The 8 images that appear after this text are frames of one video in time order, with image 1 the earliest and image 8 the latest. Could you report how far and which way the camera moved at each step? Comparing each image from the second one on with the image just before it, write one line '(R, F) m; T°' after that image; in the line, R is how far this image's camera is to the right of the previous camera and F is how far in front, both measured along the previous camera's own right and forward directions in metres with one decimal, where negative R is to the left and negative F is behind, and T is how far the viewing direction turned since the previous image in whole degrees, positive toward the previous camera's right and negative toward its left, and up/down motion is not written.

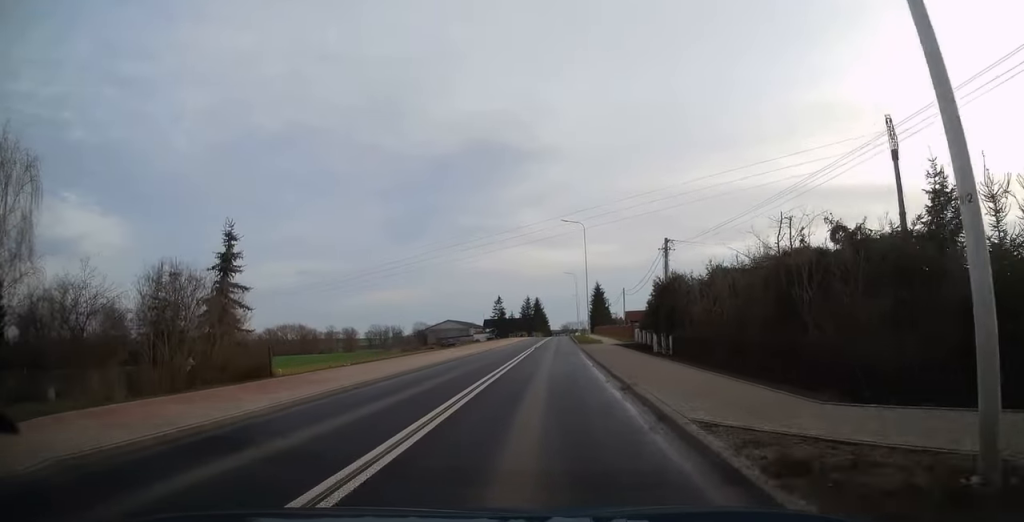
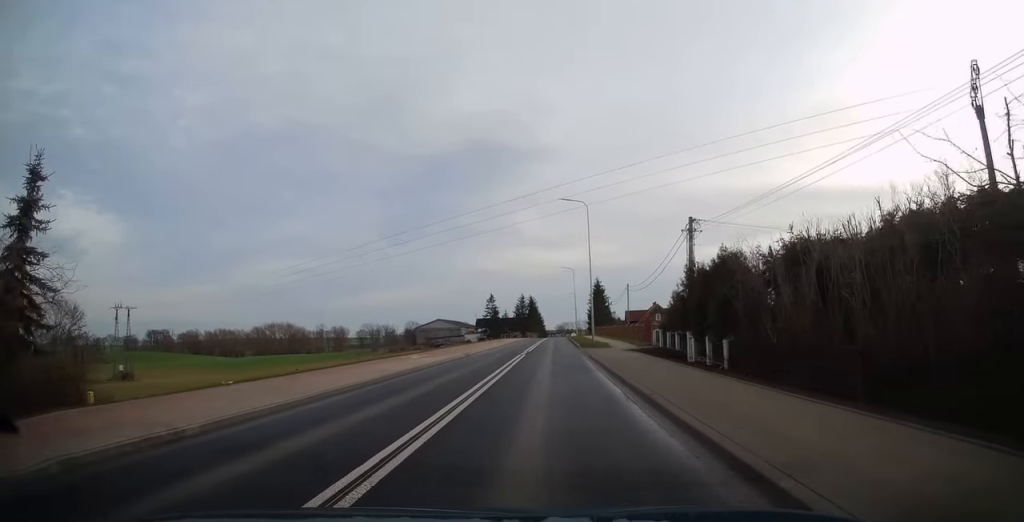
(-0.1, +9.5) m; +1°
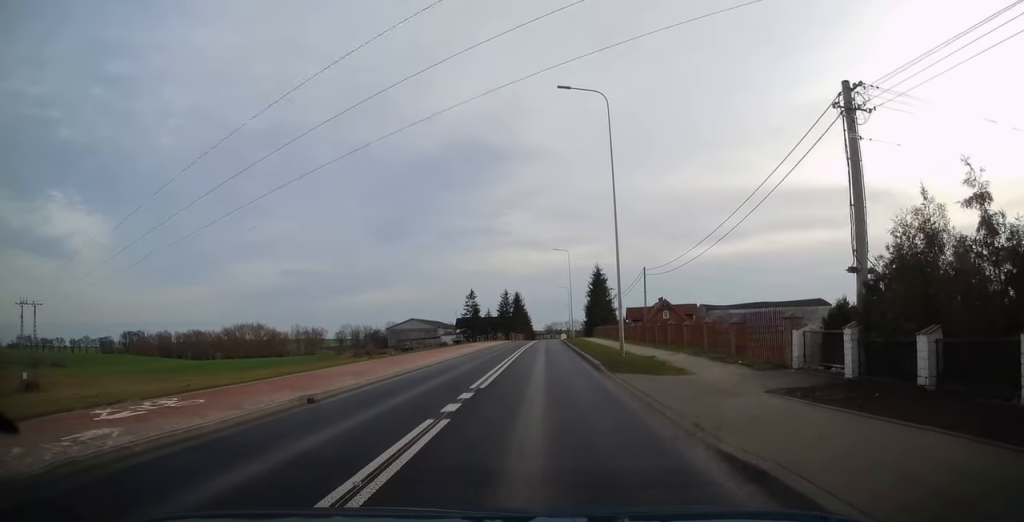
(+0.2, +22.6) m; 0°
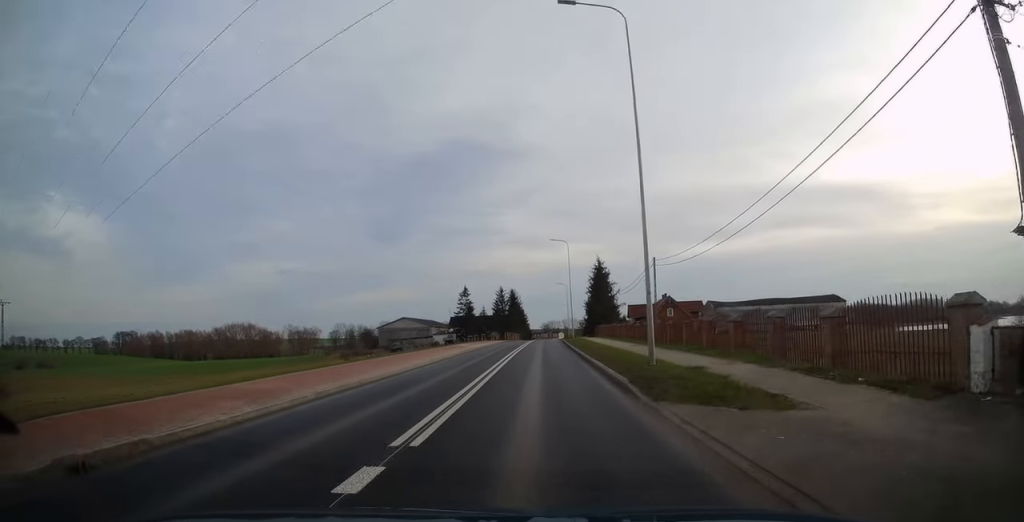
(-0.2, +7.1) m; 0°
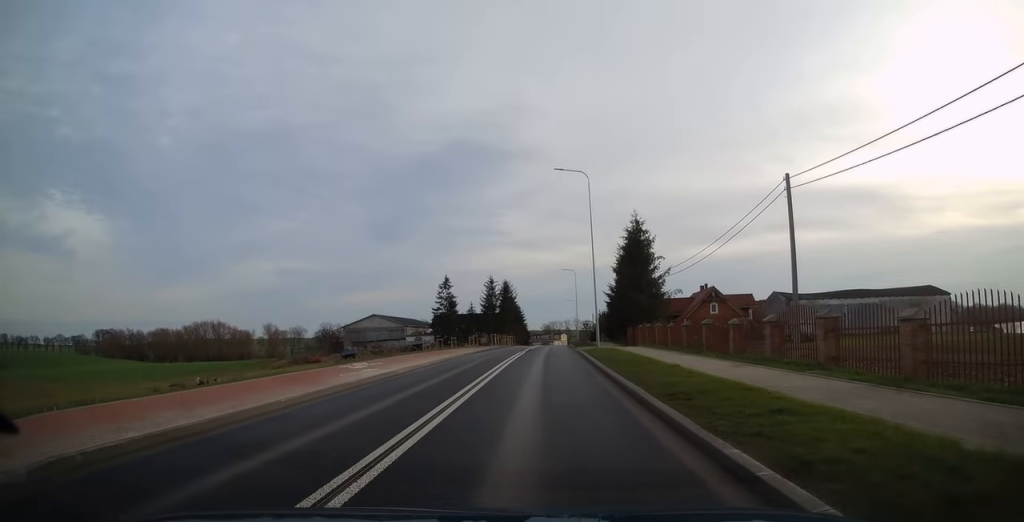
(+0.8, +30.5) m; +1°
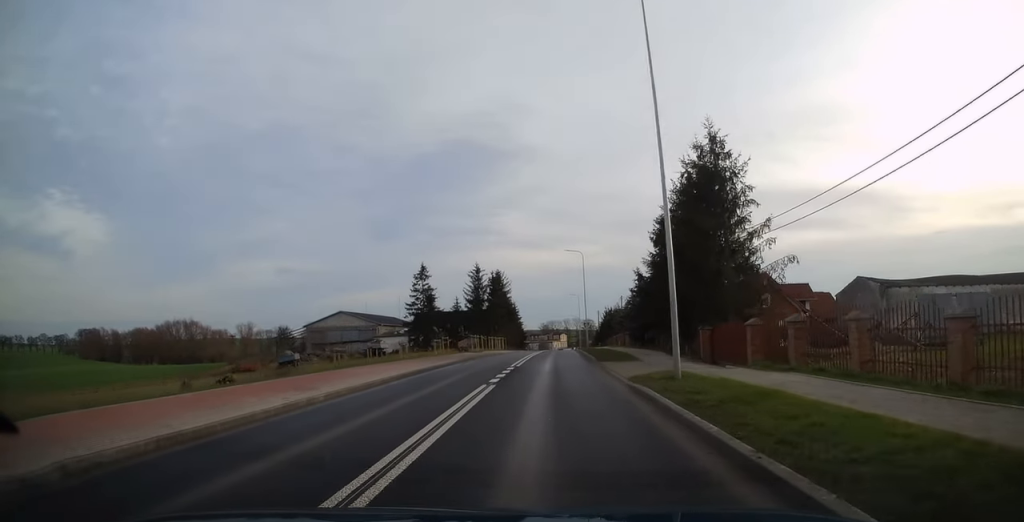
(-0.5, +21.8) m; 0°
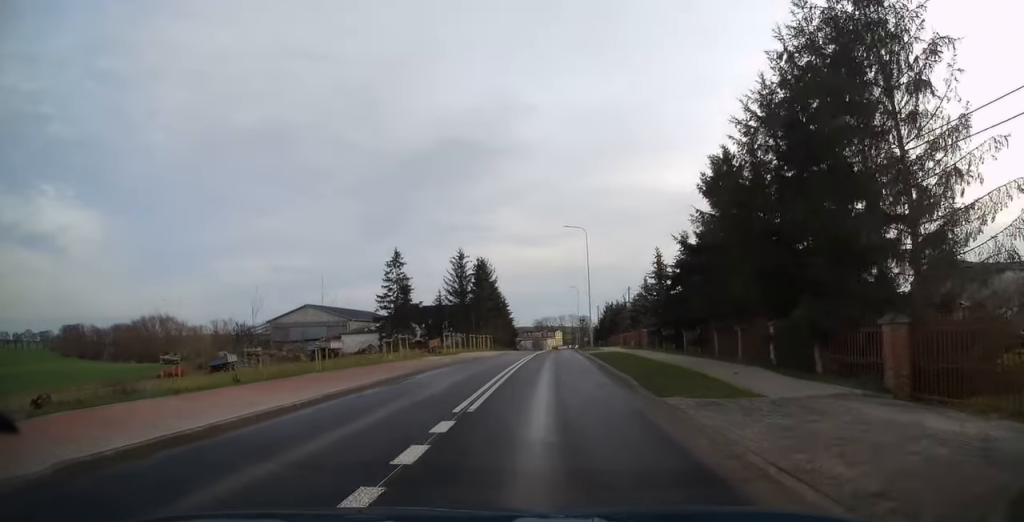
(+0.3, +14.2) m; +1°
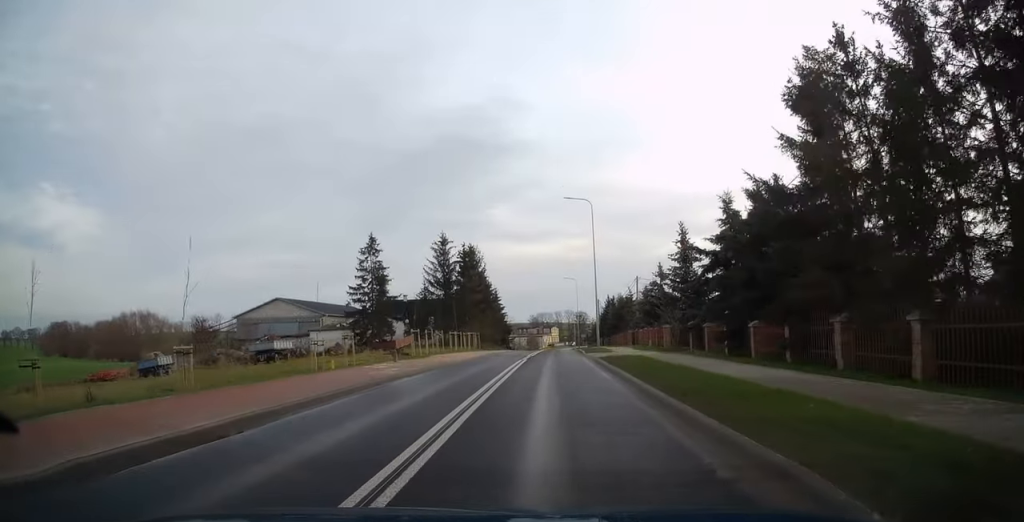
(0.0, +10.6) m; 0°
